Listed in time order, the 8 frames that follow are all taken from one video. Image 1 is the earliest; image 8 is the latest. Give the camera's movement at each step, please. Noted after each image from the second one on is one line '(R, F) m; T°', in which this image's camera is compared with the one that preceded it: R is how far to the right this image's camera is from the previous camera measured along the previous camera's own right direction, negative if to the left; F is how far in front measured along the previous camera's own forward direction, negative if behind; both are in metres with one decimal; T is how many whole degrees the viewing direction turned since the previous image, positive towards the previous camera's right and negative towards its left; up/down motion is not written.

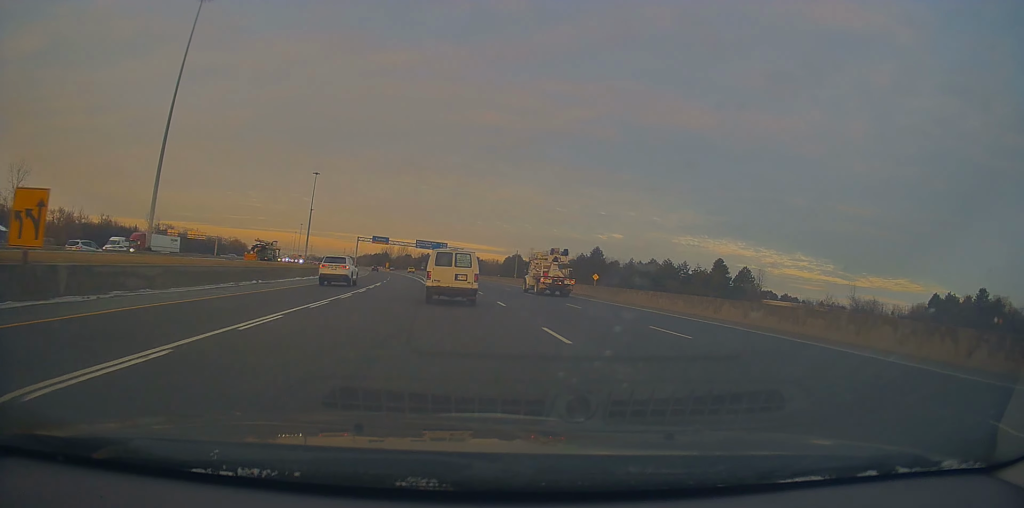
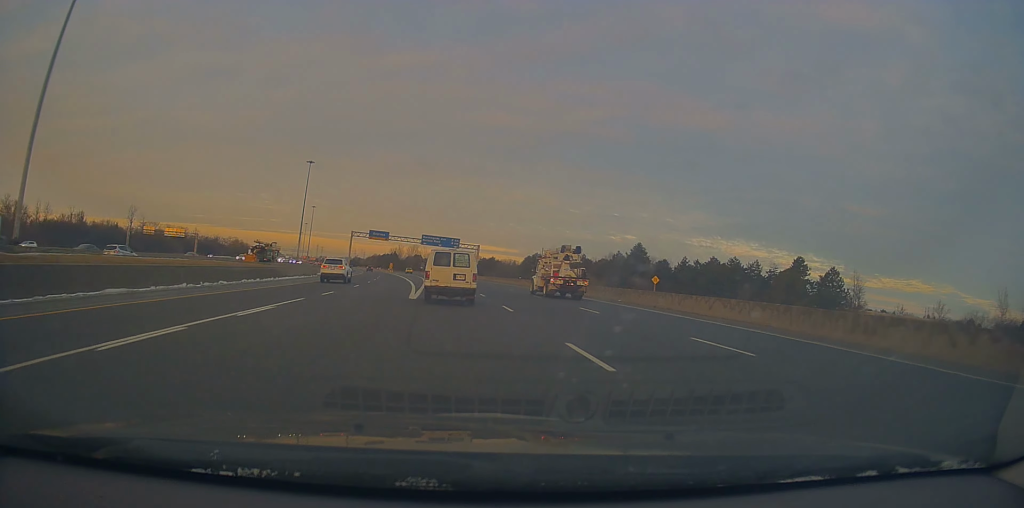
(-0.2, +27.5) m; -2°
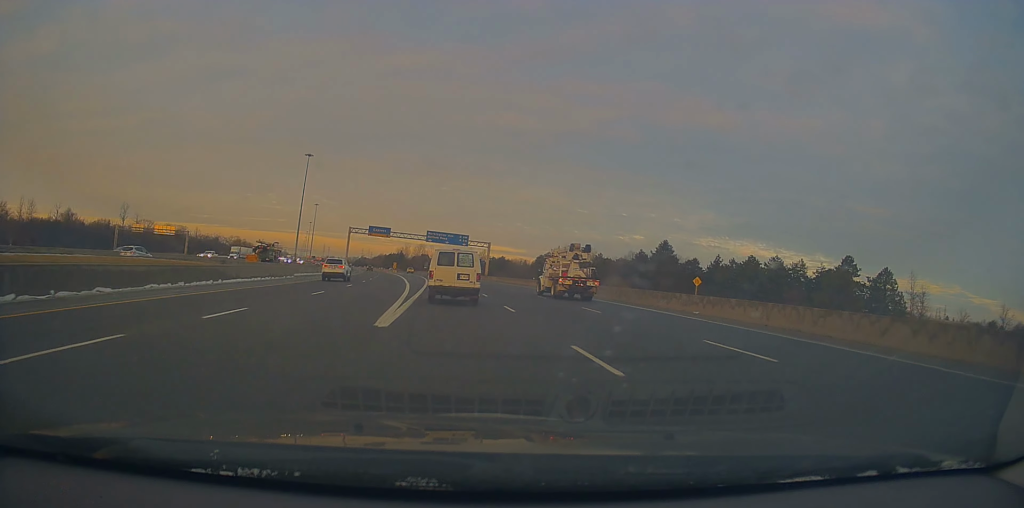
(0.0, +12.4) m; -1°
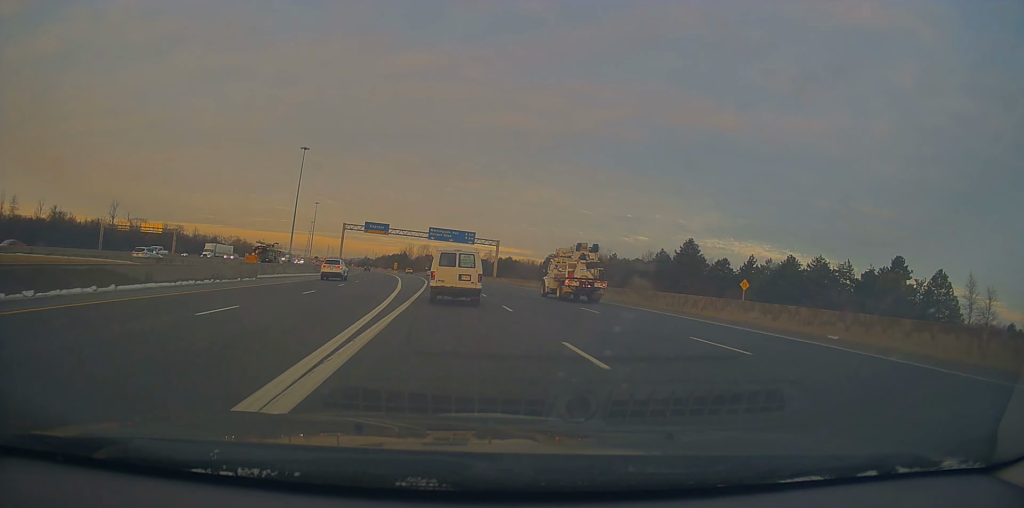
(-0.4, +11.5) m; -1°
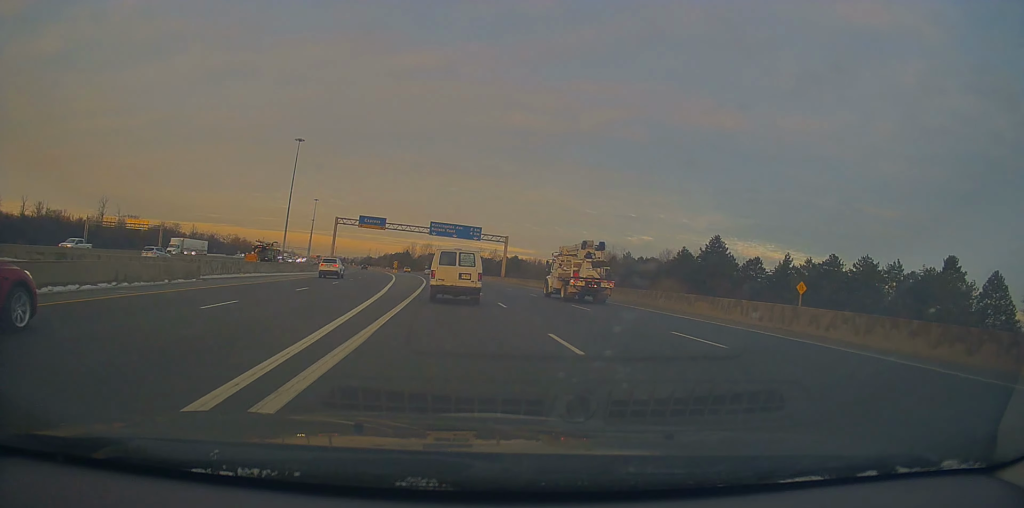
(-0.3, +10.6) m; 0°
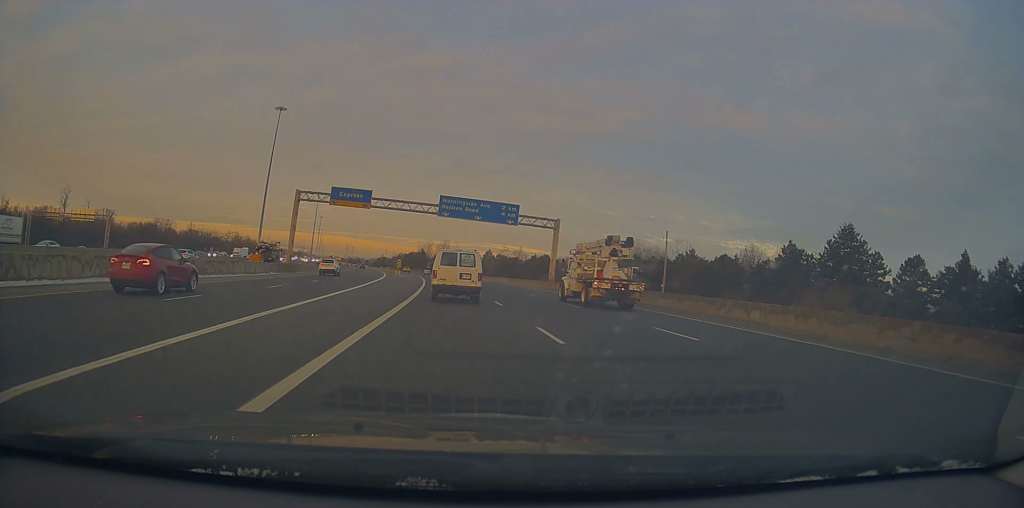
(+0.4, +35.2) m; -1°
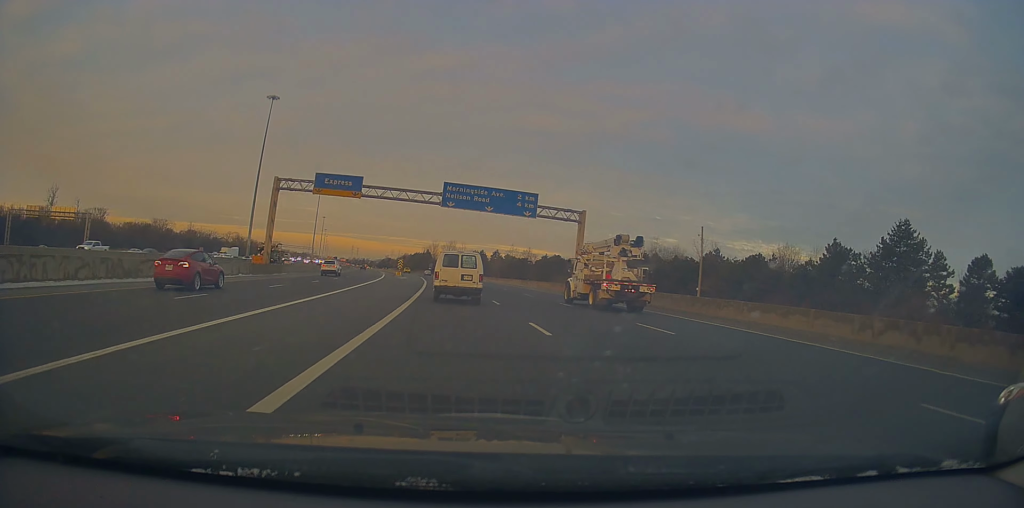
(-0.1, +10.5) m; -1°
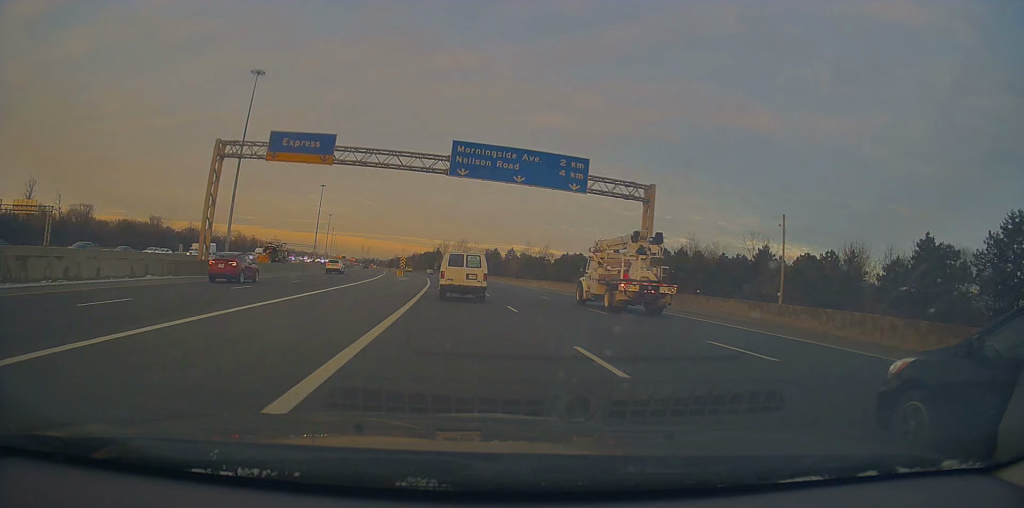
(-0.3, +17.3) m; -2°
